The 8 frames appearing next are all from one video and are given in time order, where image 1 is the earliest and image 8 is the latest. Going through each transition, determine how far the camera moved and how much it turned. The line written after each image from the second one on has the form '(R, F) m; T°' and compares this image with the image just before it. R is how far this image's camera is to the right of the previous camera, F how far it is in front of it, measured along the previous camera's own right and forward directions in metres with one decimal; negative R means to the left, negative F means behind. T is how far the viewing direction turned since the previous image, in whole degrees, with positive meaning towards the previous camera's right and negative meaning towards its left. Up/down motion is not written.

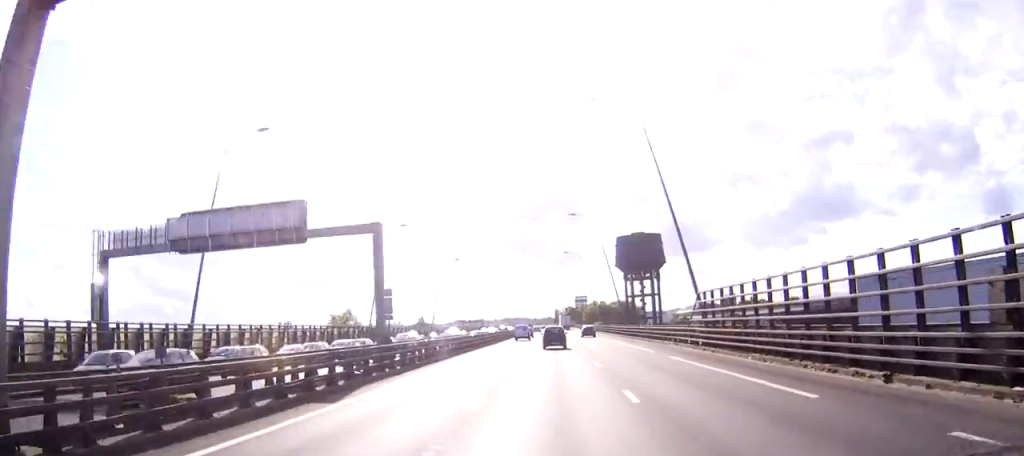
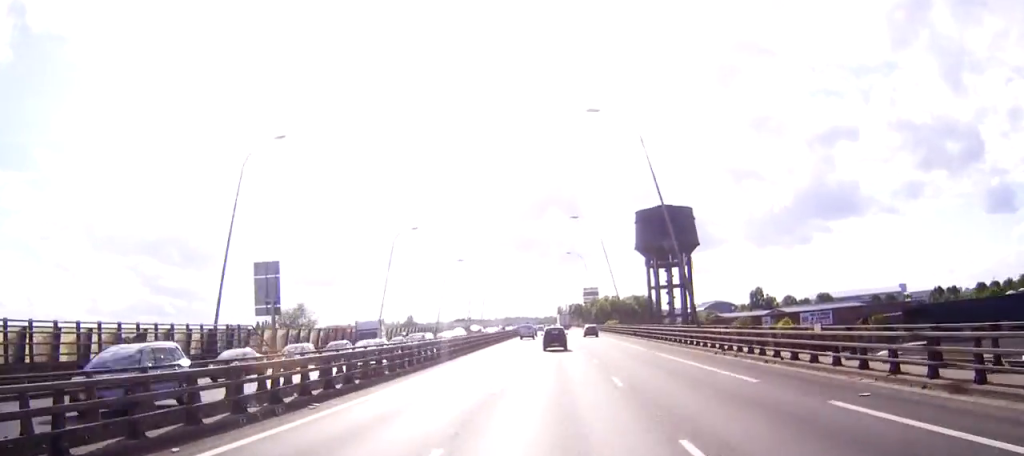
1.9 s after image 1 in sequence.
(0.0, +45.8) m; 0°
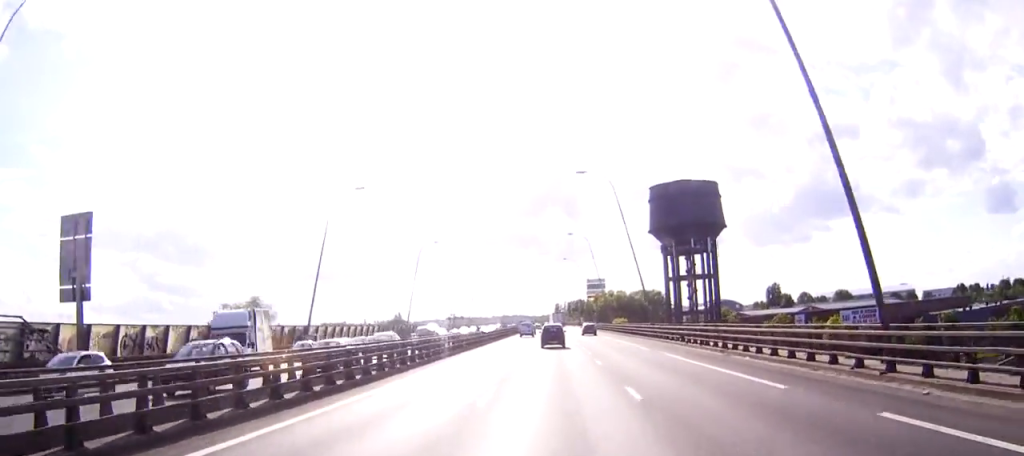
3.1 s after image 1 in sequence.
(0.0, +28.3) m; 0°
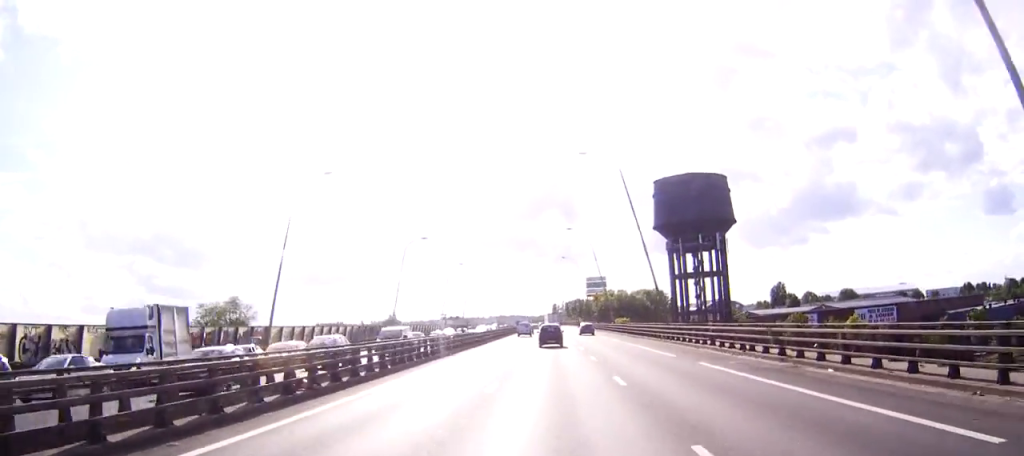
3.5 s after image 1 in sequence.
(0.0, +9.7) m; 0°
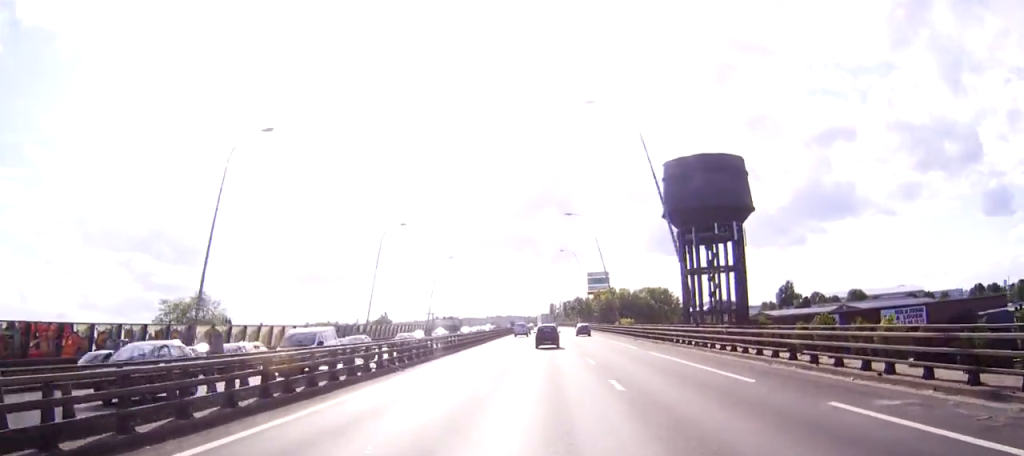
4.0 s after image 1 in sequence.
(-0.1, +13.7) m; 0°
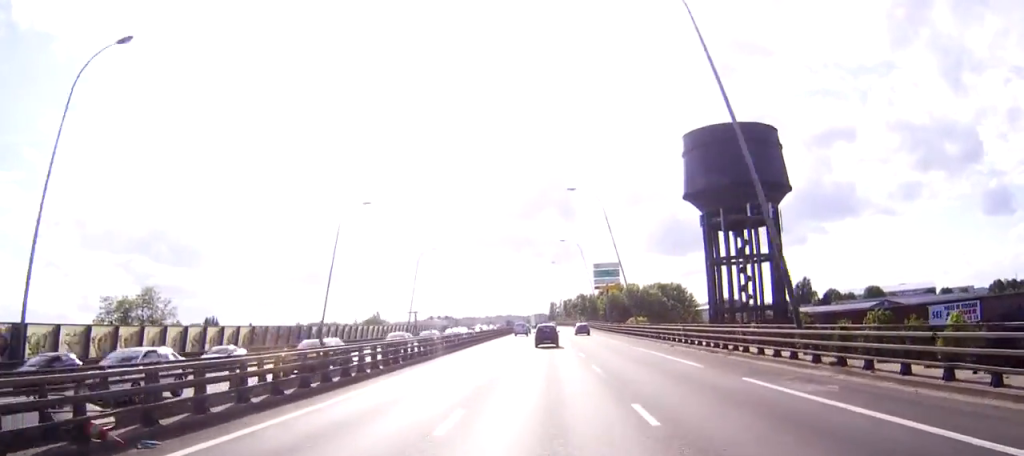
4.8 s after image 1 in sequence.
(+0.1, +19.4) m; 0°
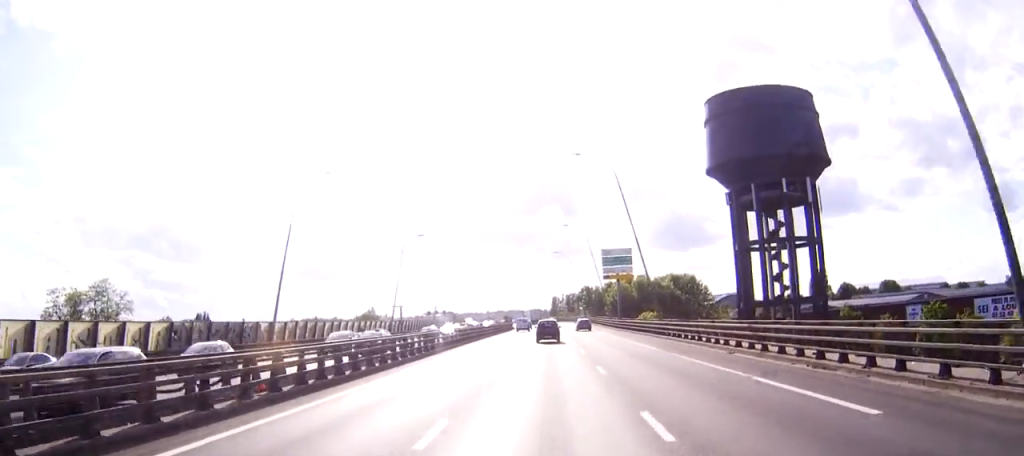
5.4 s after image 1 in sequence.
(0.0, +14.5) m; 0°
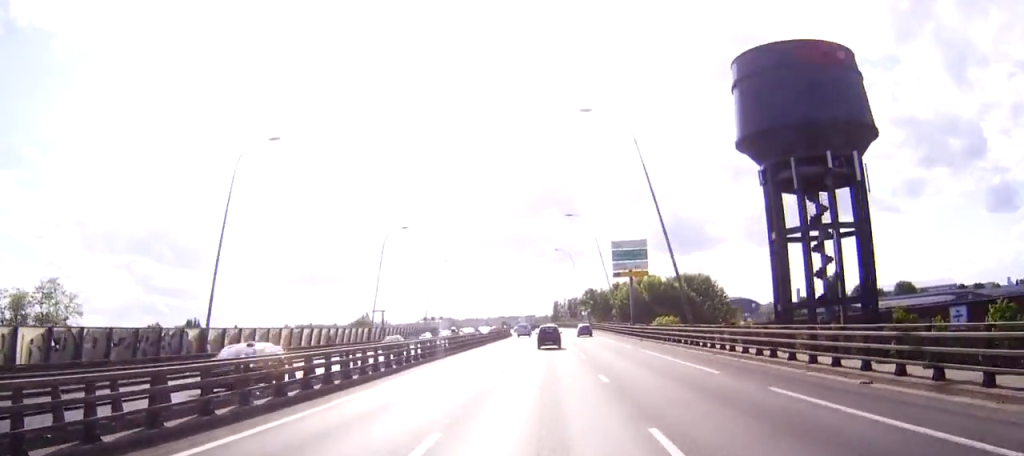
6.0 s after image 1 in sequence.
(0.0, +13.7) m; 0°
